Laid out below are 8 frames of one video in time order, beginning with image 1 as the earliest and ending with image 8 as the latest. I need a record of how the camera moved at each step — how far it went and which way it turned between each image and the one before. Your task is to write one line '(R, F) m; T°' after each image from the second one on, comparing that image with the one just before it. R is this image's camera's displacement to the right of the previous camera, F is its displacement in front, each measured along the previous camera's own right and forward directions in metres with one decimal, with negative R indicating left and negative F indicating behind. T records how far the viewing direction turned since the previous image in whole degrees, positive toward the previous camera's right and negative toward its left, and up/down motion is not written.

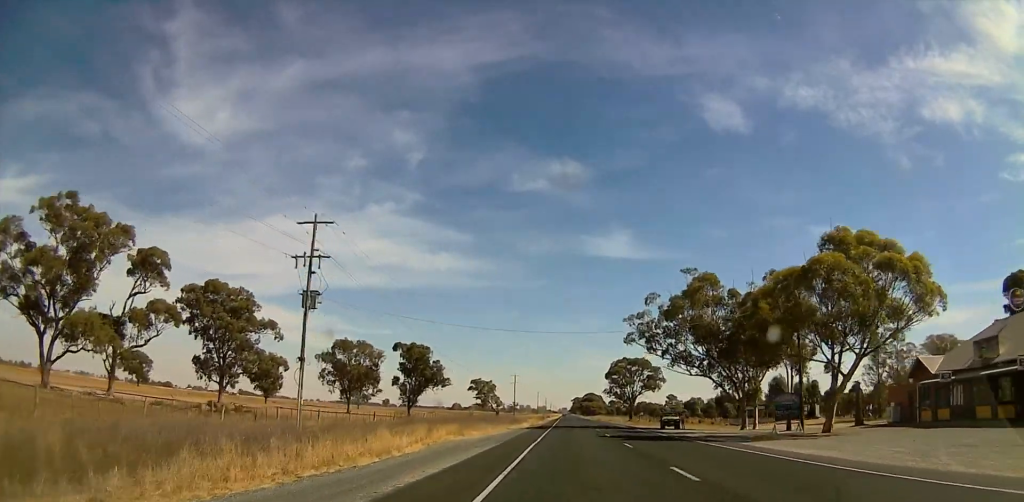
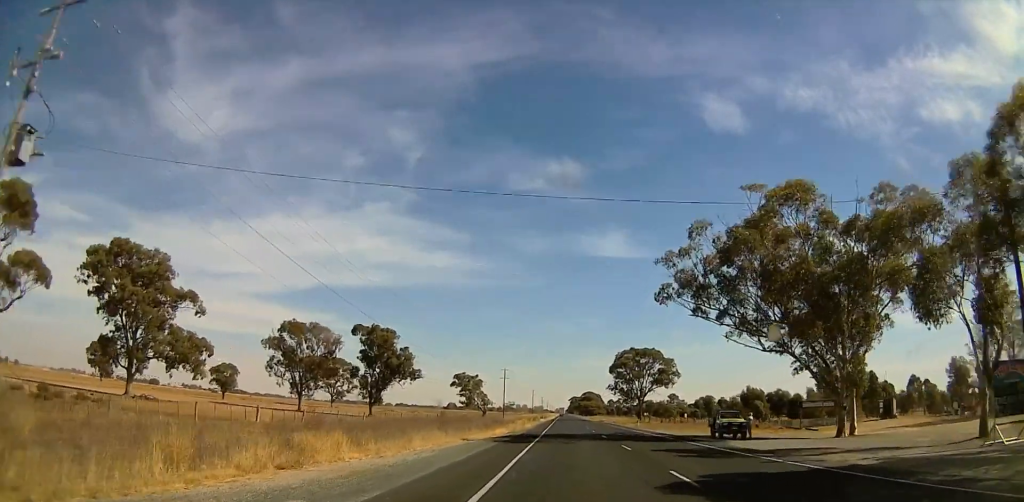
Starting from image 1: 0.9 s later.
(0.0, +25.4) m; 0°
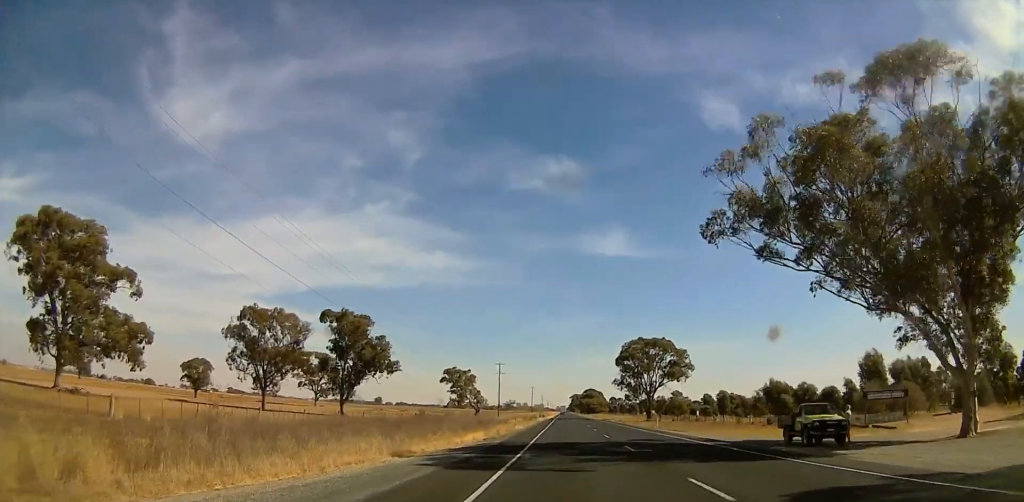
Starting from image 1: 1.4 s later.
(0.0, +14.9) m; 0°
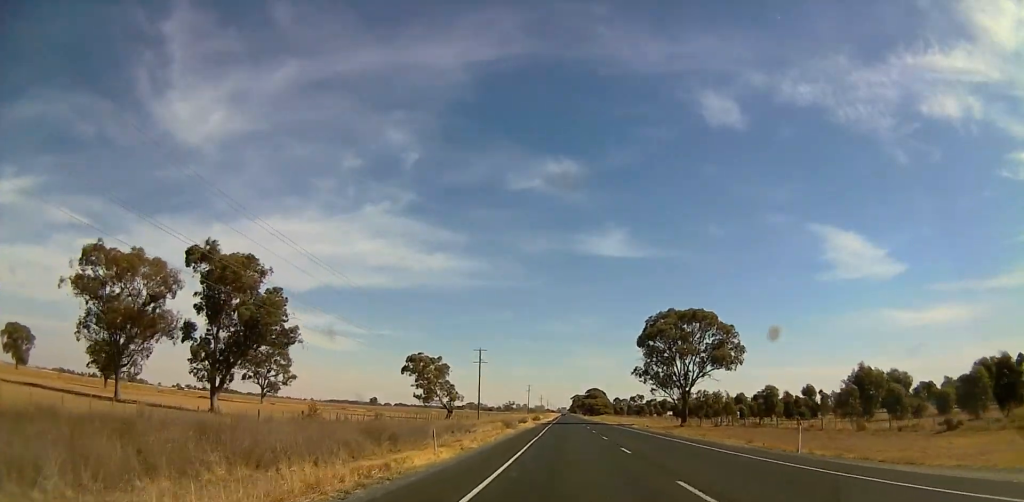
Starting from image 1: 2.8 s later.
(0.0, +36.9) m; 0°
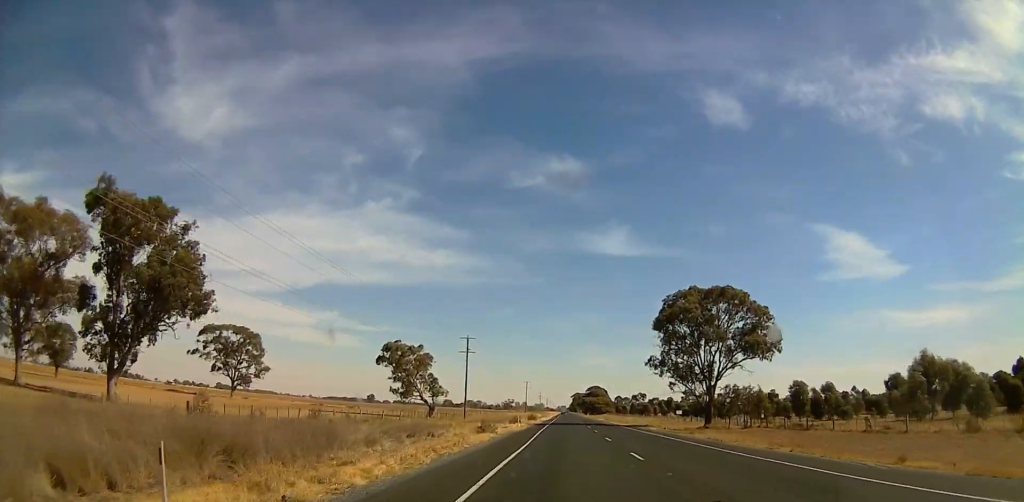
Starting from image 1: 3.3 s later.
(0.0, +15.5) m; 0°
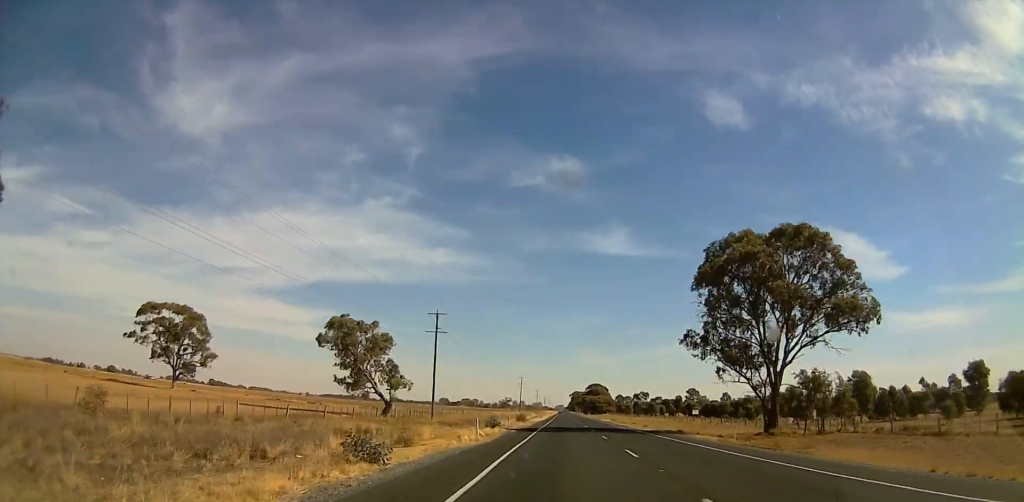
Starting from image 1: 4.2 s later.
(0.0, +23.6) m; 0°
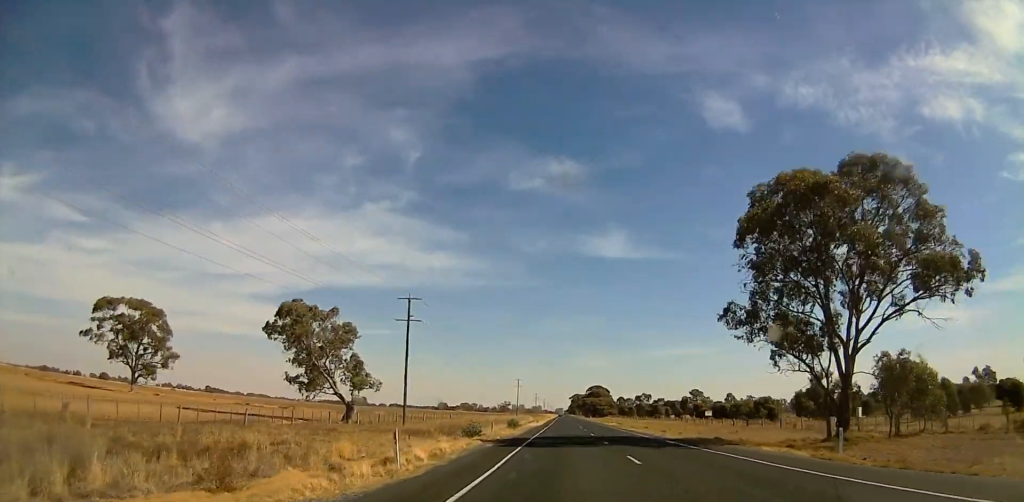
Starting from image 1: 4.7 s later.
(0.0, +13.6) m; 0°
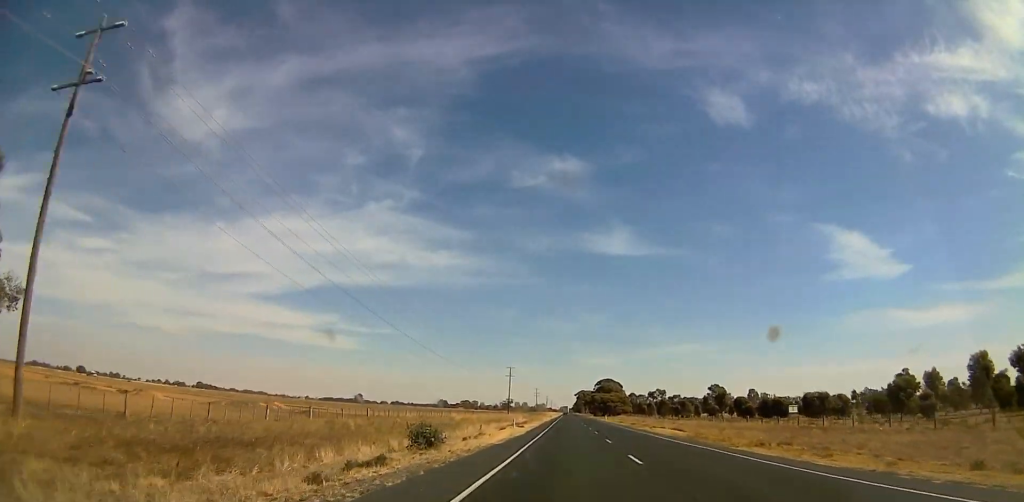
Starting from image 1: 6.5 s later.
(0.0, +47.3) m; 0°
